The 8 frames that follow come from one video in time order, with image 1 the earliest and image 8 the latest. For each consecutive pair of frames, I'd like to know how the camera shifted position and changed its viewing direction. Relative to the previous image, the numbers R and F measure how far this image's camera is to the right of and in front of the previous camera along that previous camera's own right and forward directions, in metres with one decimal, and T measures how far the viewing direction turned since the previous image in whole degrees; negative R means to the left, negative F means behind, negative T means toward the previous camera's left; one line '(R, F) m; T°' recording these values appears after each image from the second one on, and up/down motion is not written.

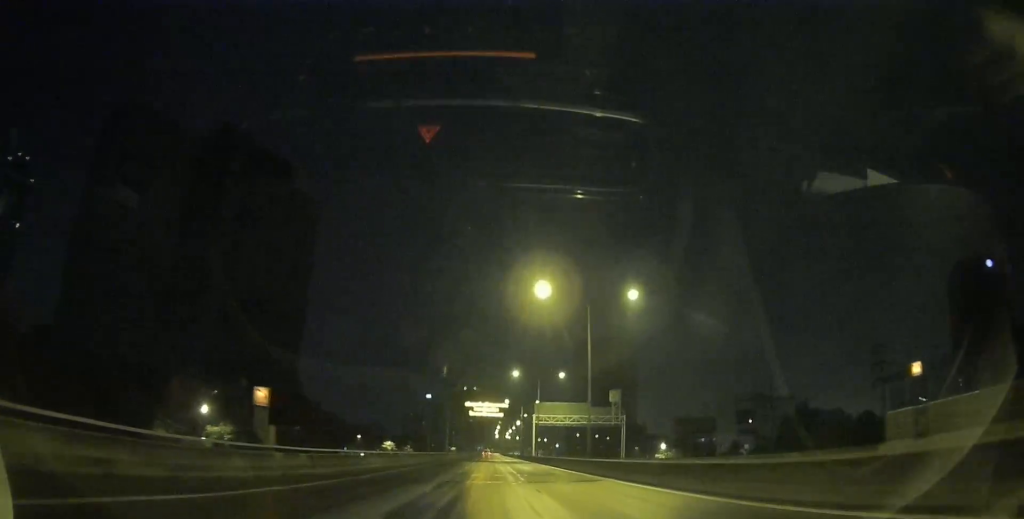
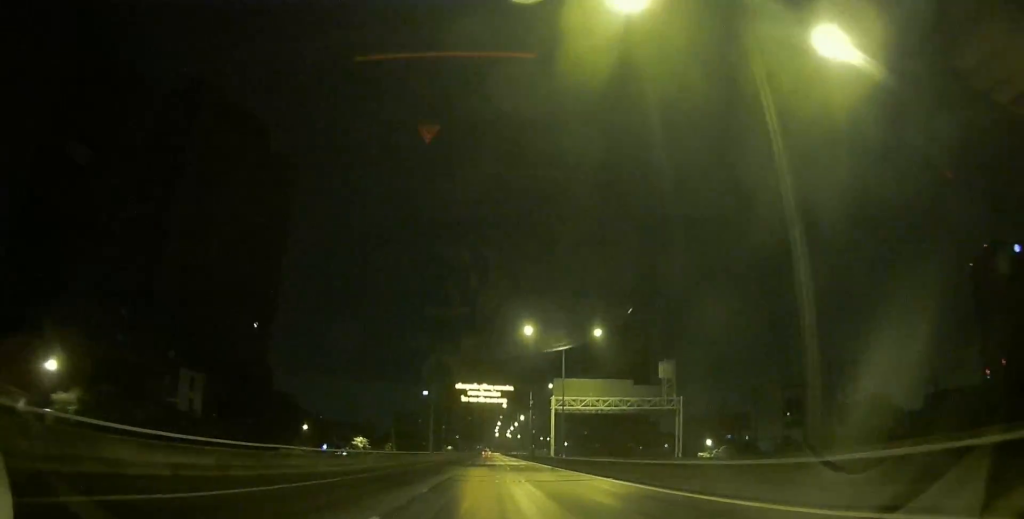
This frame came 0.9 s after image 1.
(0.0, +27.4) m; 0°
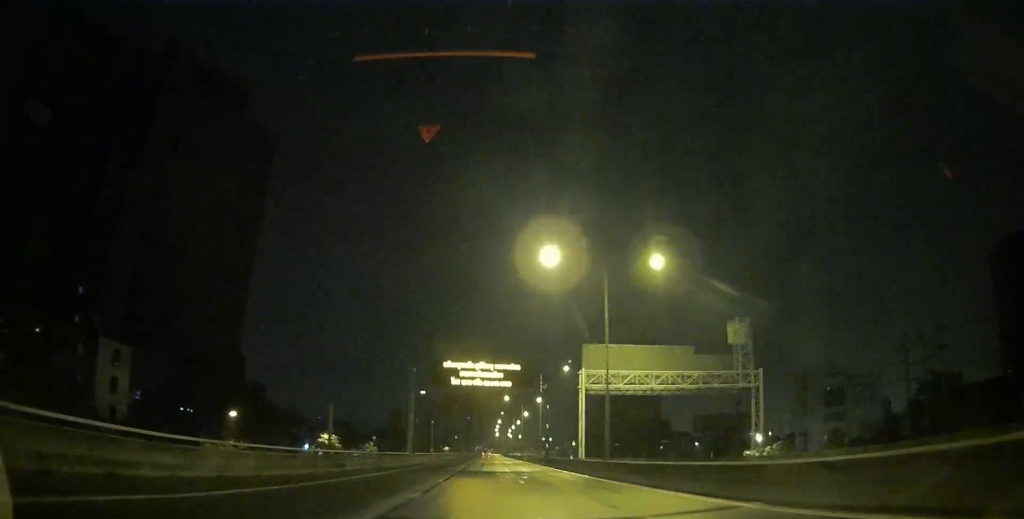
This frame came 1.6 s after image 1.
(0.0, +19.2) m; 0°
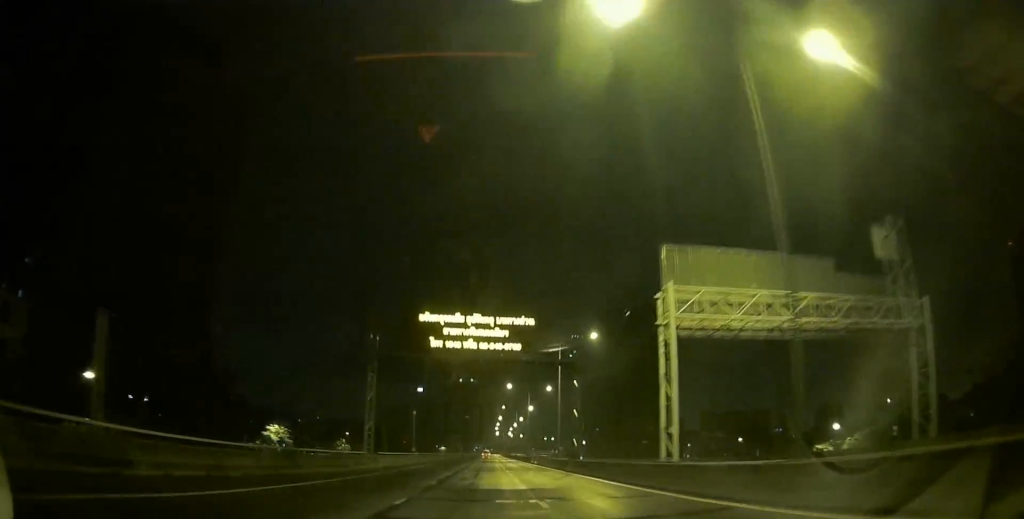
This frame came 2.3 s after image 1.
(-0.1, +19.9) m; 0°
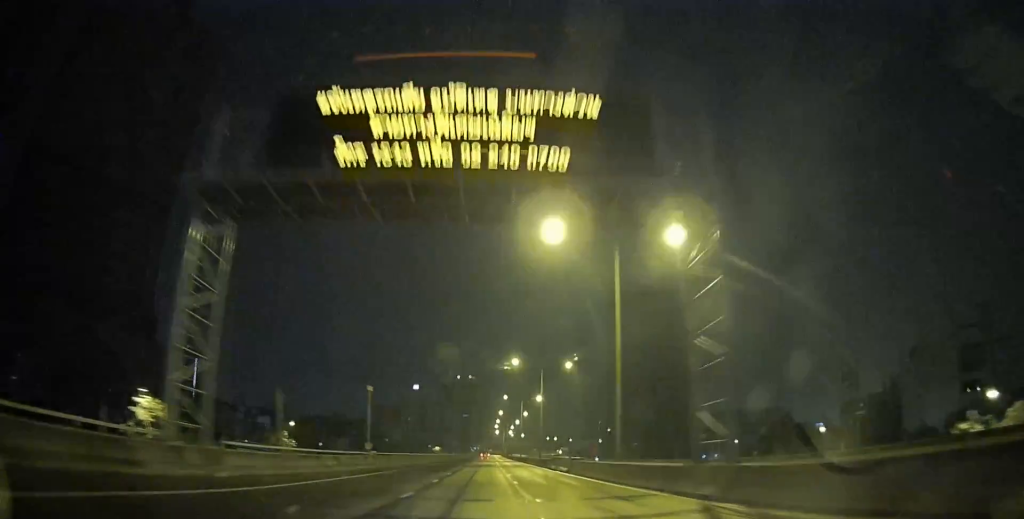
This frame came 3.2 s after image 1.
(+0.1, +26.0) m; 0°
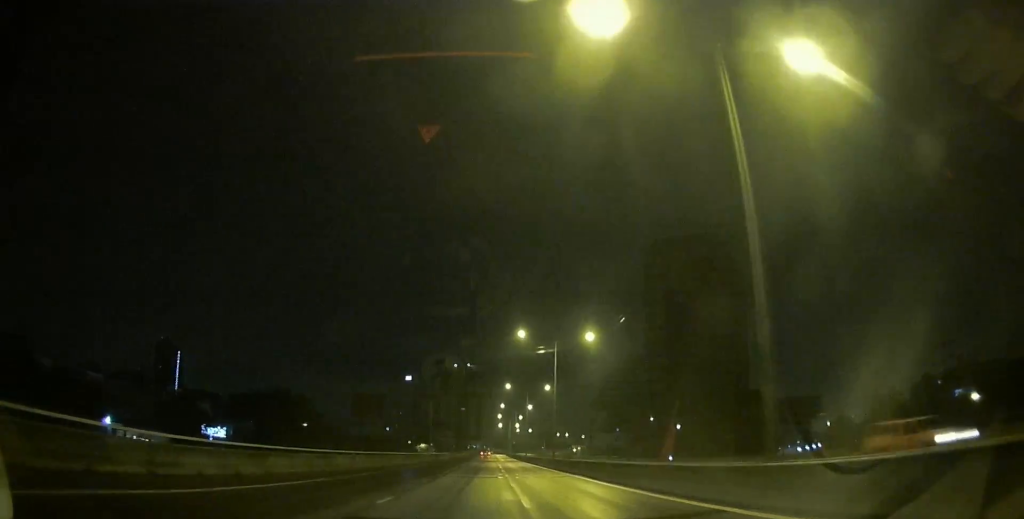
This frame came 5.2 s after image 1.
(0.0, +54.7) m; 0°
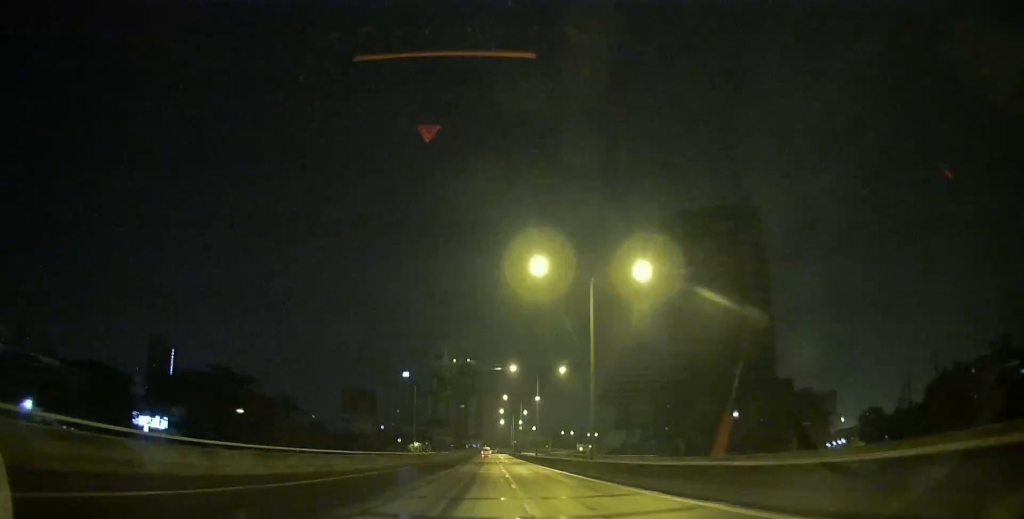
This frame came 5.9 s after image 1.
(0.0, +19.7) m; 0°
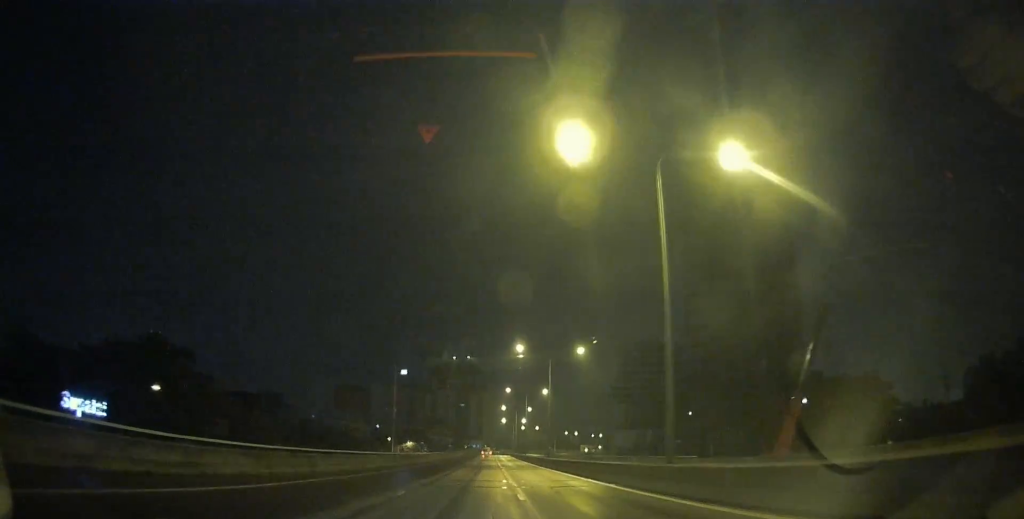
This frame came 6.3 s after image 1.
(0.0, +13.5) m; 0°
